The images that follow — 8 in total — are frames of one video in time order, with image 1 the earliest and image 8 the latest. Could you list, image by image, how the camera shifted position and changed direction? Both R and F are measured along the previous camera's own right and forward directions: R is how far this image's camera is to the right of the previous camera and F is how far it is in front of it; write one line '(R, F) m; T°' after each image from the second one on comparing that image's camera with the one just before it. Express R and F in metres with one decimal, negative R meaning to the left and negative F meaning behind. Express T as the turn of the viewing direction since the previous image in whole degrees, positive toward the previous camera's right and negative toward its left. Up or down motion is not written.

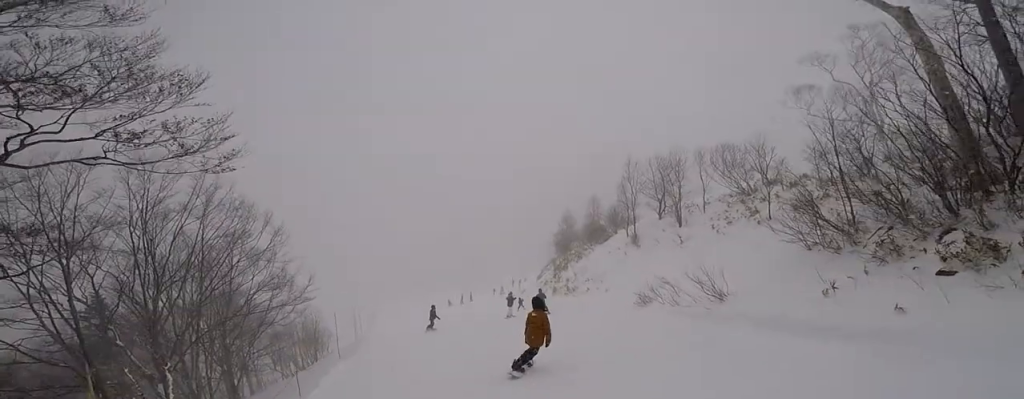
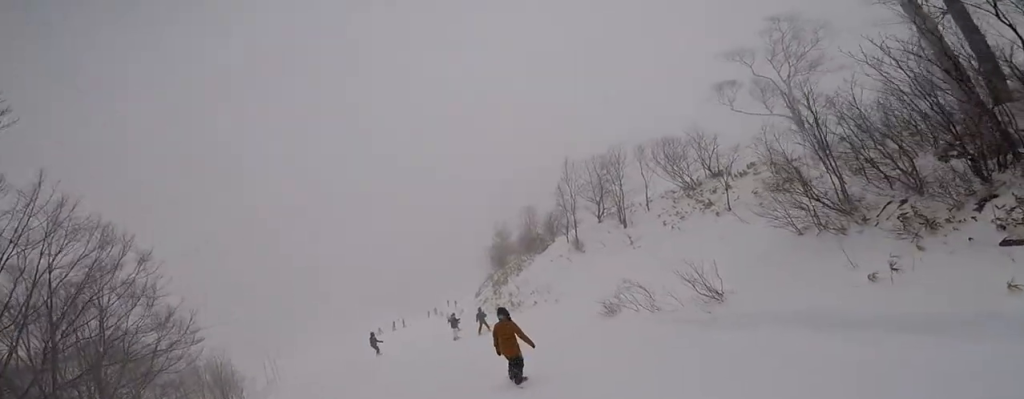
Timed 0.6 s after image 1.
(0.0, +2.7) m; -1°
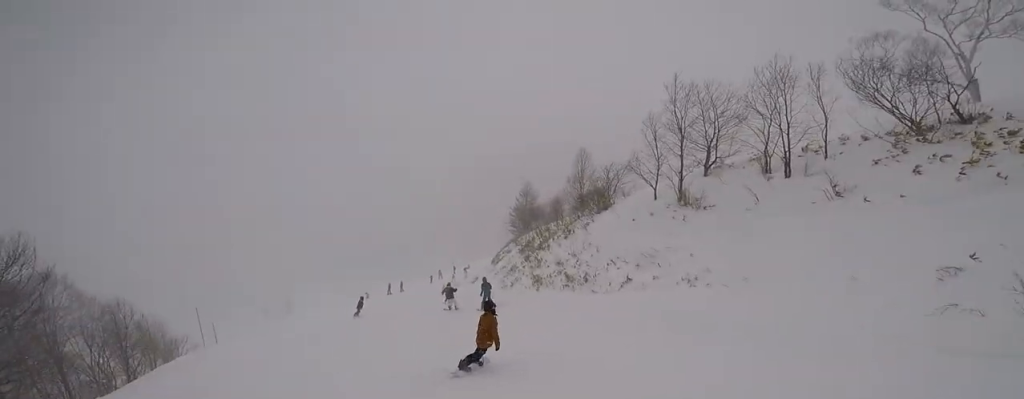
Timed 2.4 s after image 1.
(-1.5, +9.1) m; -19°
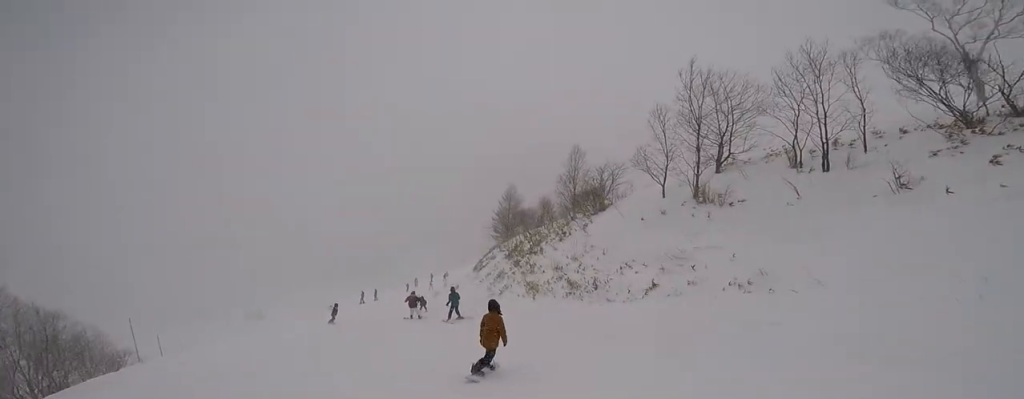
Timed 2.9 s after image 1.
(-0.3, +2.4) m; -1°
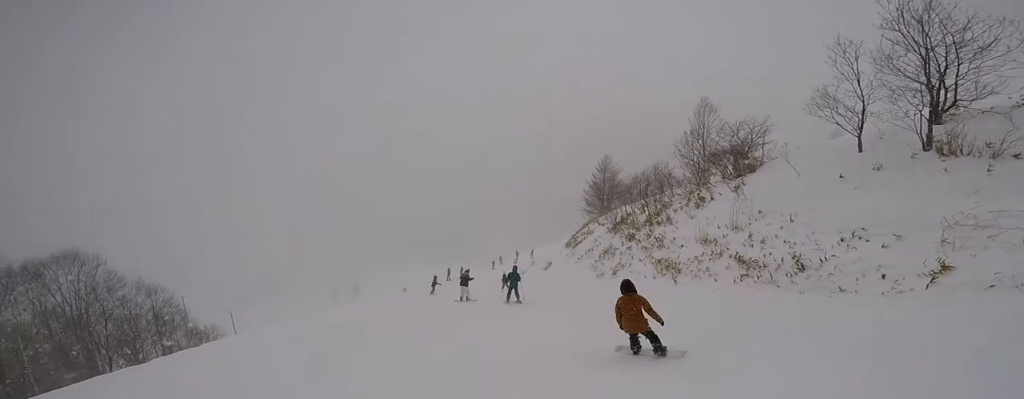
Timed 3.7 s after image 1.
(+0.1, +4.0) m; 0°
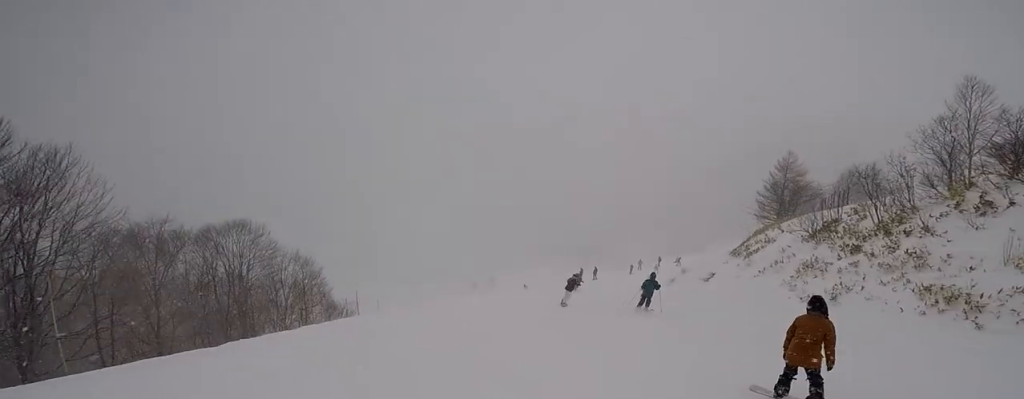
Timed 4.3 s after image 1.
(+0.3, +3.3) m; -1°
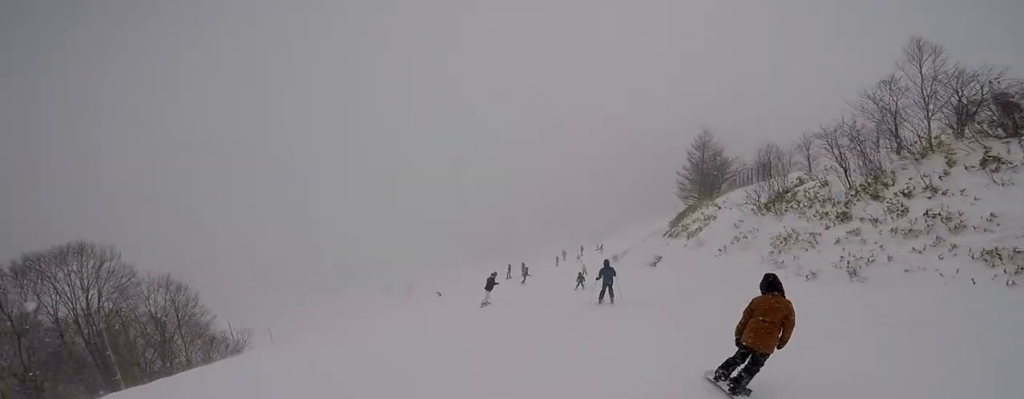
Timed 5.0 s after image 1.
(-0.4, +3.7) m; -5°
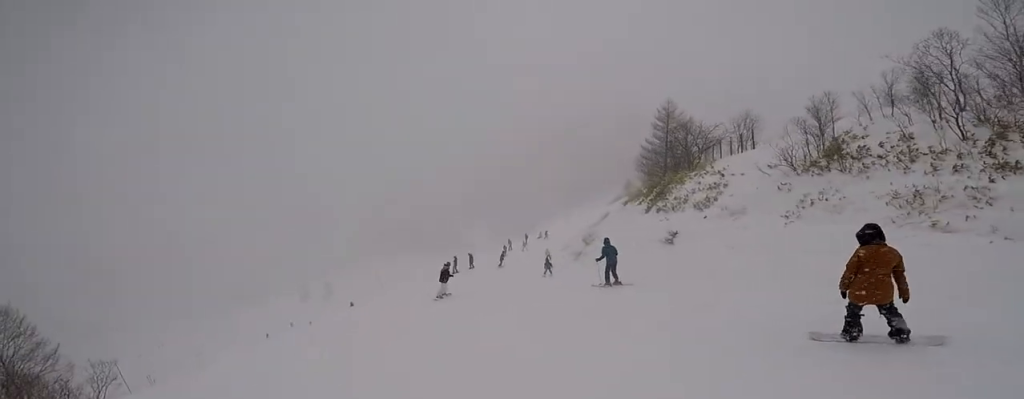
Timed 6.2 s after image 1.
(-0.2, +6.4) m; -1°
